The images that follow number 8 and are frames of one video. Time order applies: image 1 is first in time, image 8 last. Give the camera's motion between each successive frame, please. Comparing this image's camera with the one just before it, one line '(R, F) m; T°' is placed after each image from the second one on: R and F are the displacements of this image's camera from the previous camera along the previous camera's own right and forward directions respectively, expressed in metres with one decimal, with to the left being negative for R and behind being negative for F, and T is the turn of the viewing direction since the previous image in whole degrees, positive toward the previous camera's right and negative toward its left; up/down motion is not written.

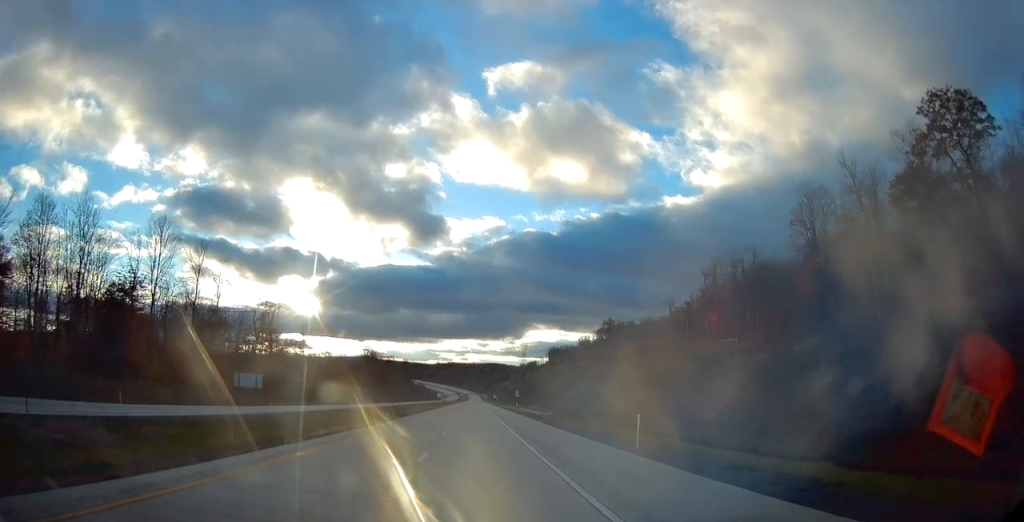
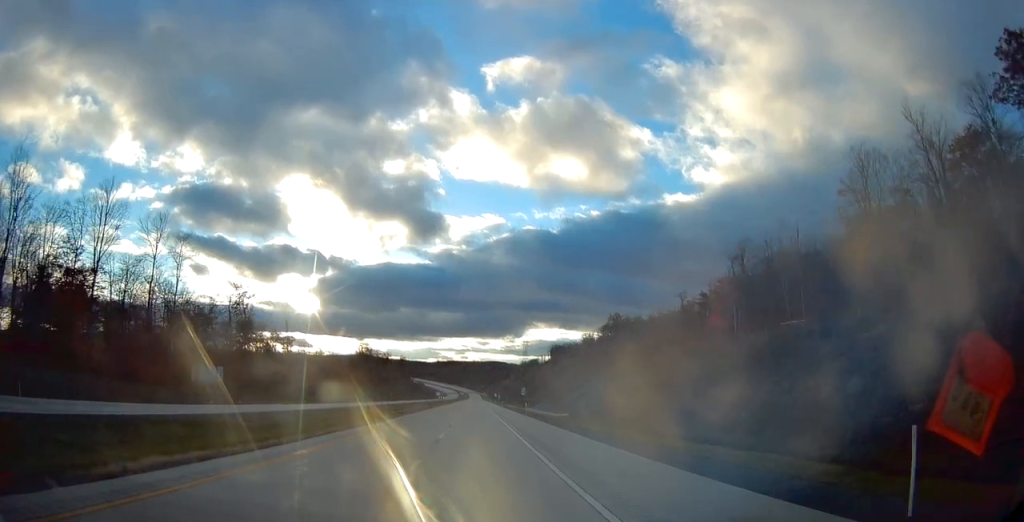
(0.0, +14.9) m; 0°
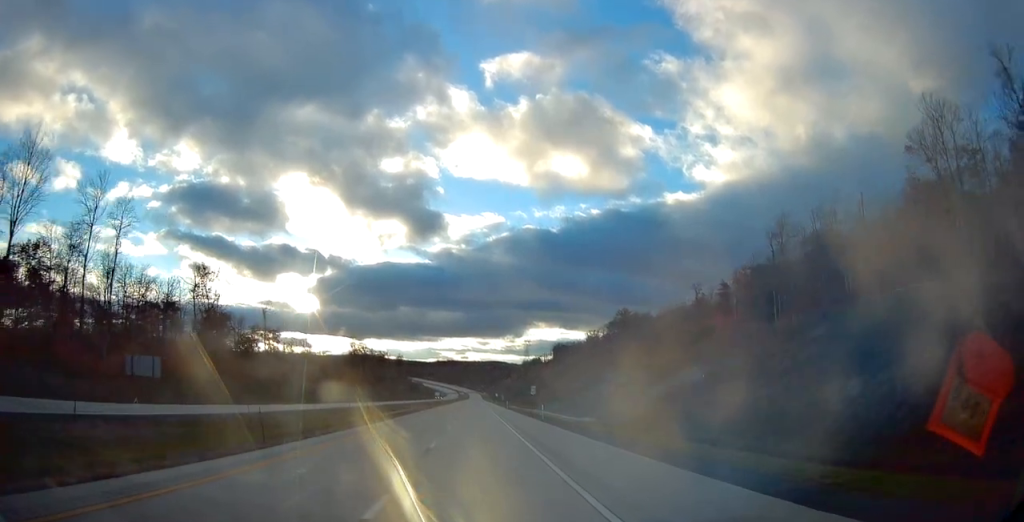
(0.0, +16.9) m; 0°
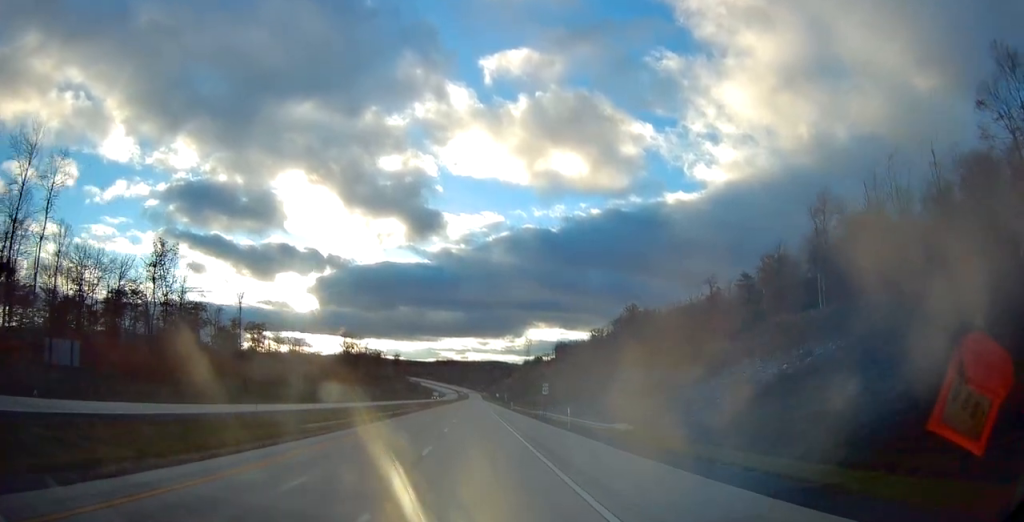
(0.0, +15.0) m; 0°
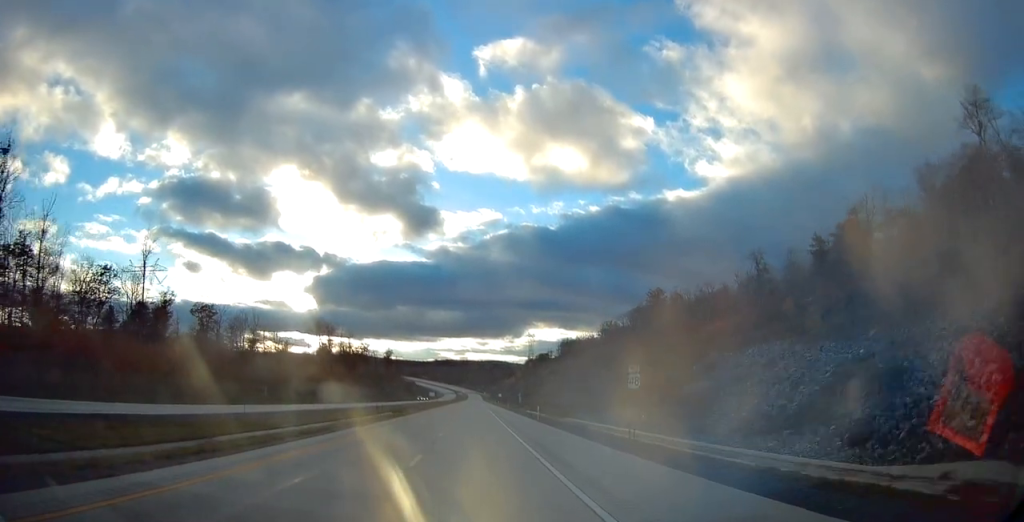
(0.0, +39.1) m; 0°
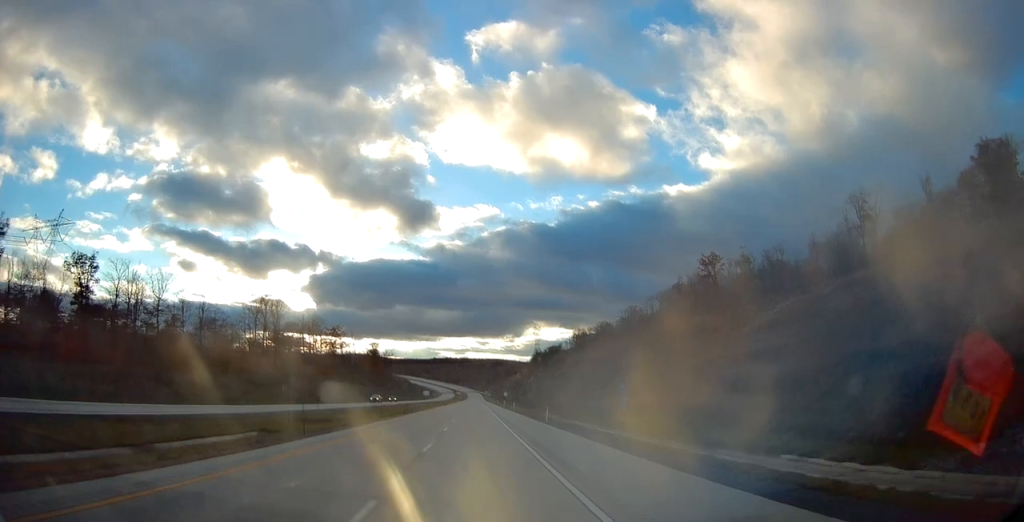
(+0.1, +56.5) m; 0°
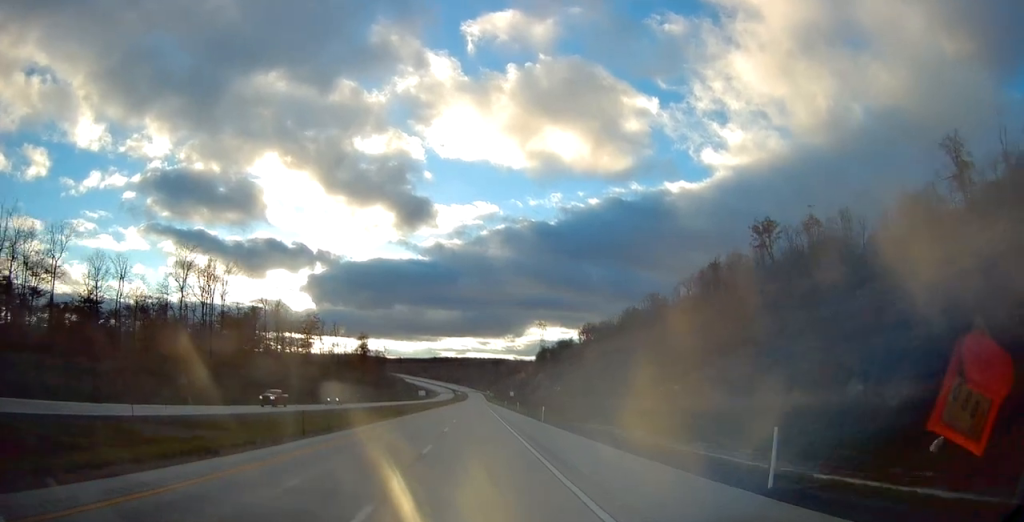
(0.0, +36.9) m; 0°
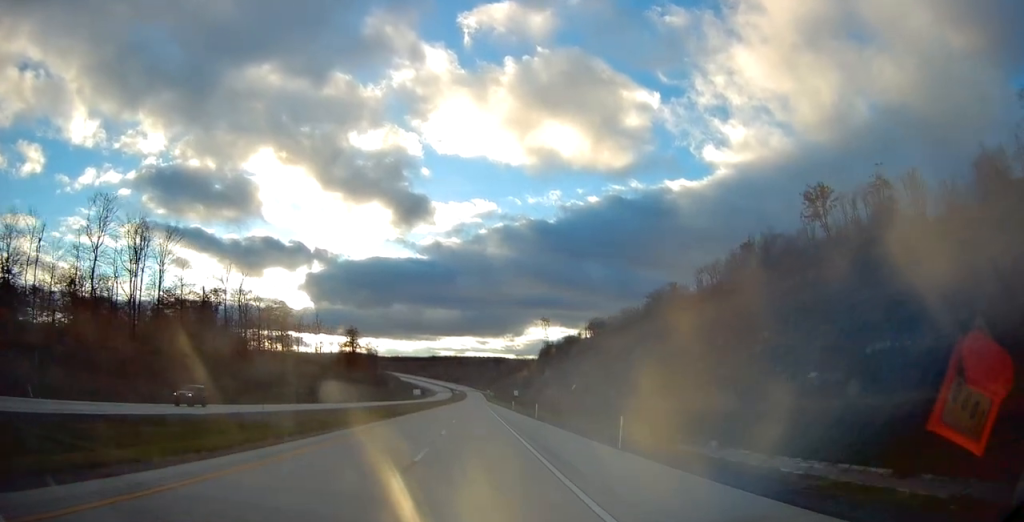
(0.0, +26.8) m; 0°
